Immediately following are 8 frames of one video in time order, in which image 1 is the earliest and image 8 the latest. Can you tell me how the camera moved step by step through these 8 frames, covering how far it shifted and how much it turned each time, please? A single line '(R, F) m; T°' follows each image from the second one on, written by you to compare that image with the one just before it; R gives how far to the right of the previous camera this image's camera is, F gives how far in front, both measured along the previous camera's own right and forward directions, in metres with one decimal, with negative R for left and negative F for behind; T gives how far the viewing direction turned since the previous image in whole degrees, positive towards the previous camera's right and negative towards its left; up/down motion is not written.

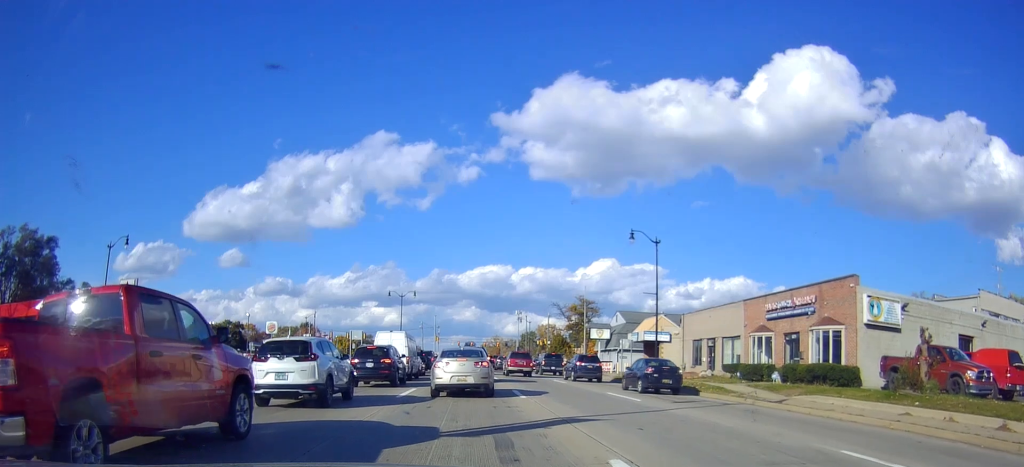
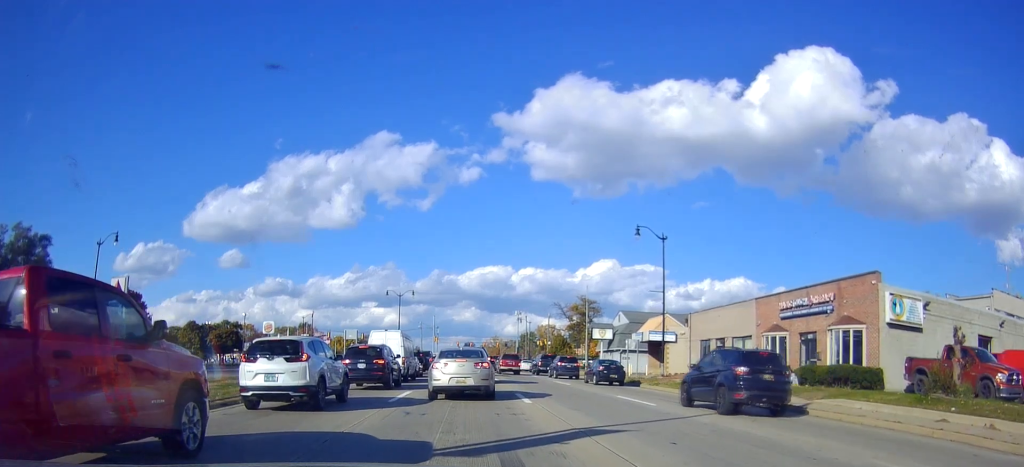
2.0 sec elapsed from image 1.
(-0.5, +1.8) m; 0°
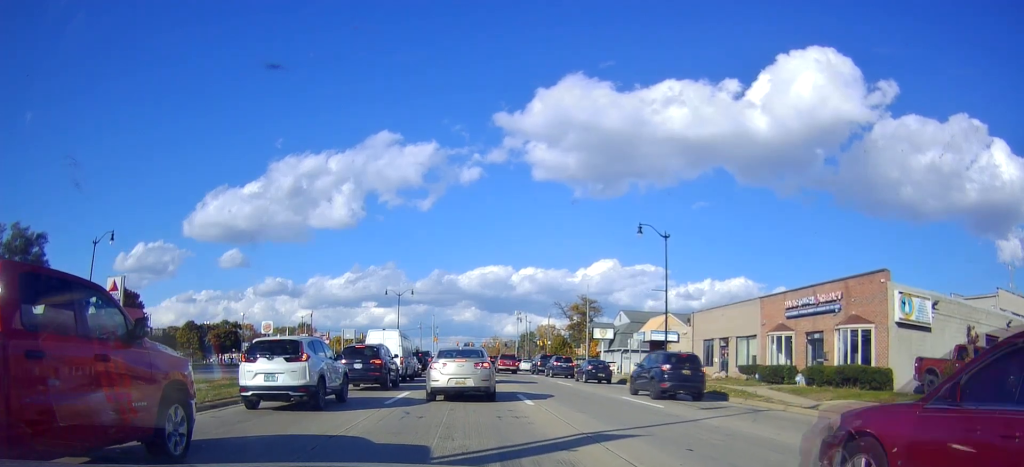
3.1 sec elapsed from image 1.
(-0.2, +0.6) m; 0°
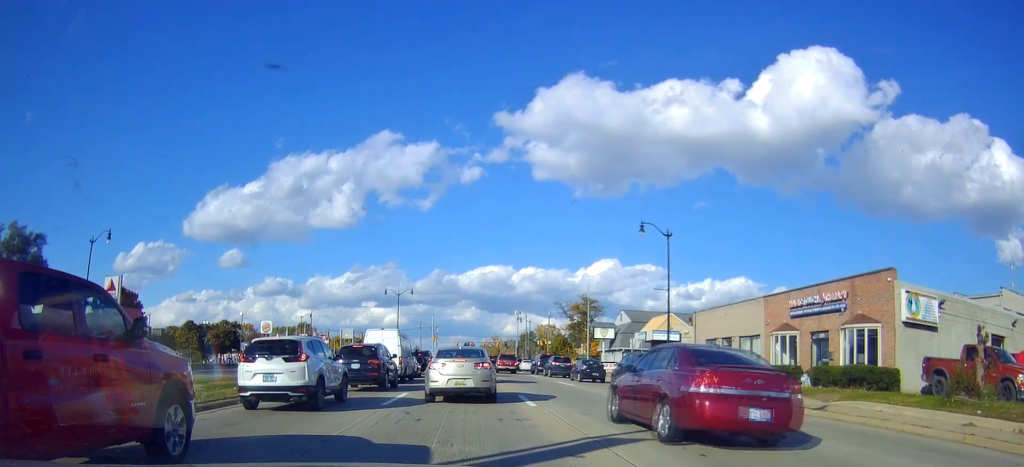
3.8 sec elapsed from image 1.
(-0.1, +0.3) m; 0°
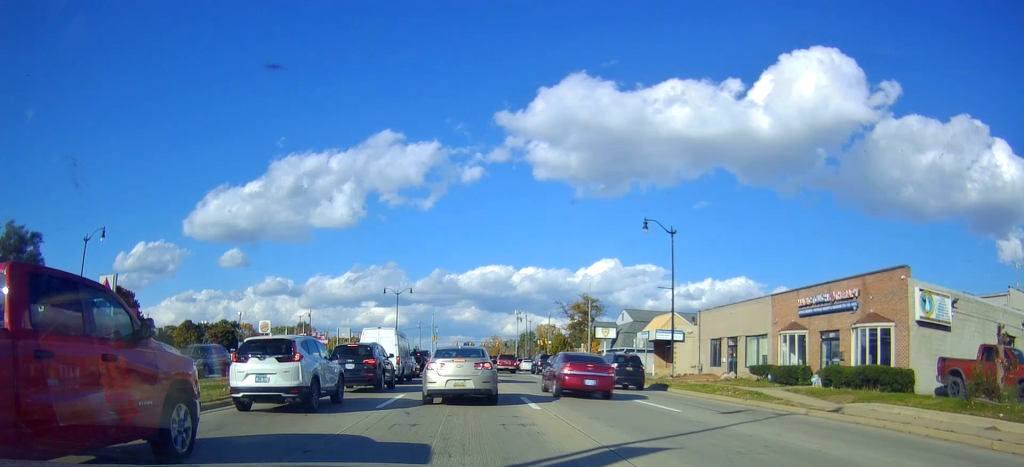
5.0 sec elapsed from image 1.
(-0.2, +0.7) m; 0°
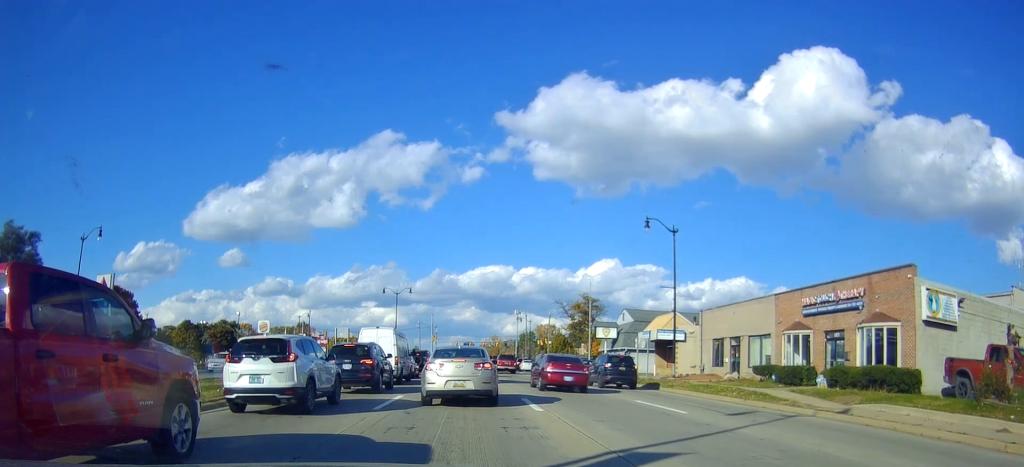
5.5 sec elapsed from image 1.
(-0.1, +0.4) m; 0°
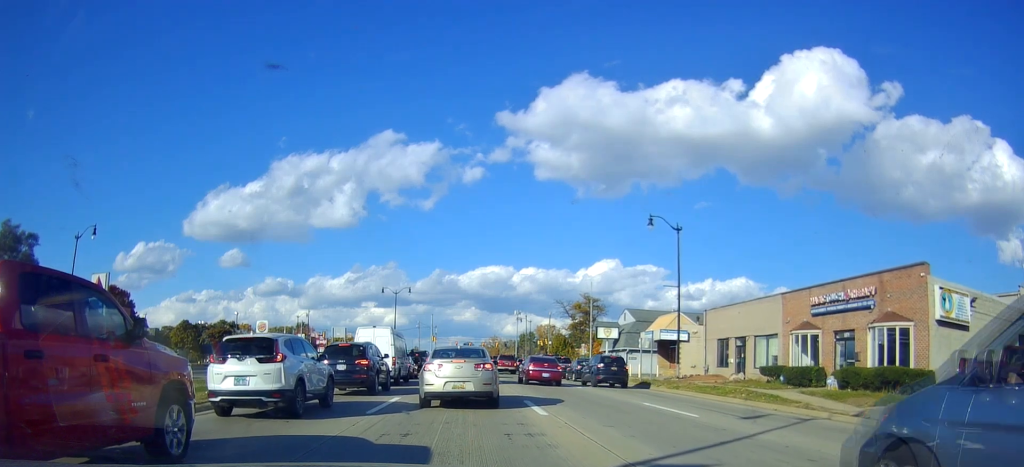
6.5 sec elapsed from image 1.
(-0.2, +0.7) m; 0°
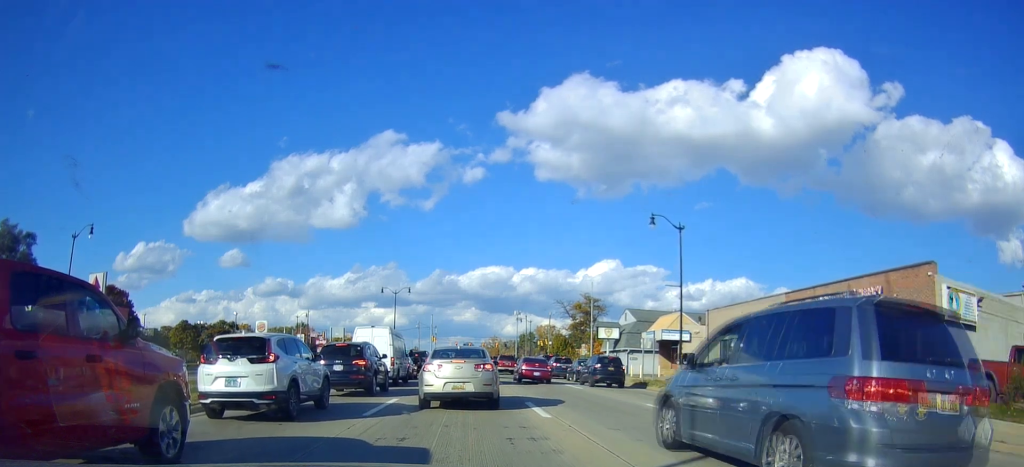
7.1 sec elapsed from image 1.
(-0.1, +0.4) m; 0°
